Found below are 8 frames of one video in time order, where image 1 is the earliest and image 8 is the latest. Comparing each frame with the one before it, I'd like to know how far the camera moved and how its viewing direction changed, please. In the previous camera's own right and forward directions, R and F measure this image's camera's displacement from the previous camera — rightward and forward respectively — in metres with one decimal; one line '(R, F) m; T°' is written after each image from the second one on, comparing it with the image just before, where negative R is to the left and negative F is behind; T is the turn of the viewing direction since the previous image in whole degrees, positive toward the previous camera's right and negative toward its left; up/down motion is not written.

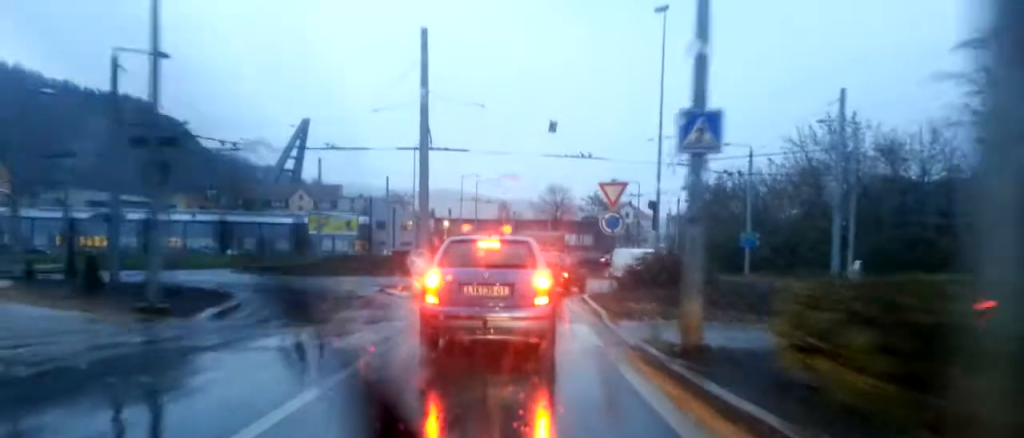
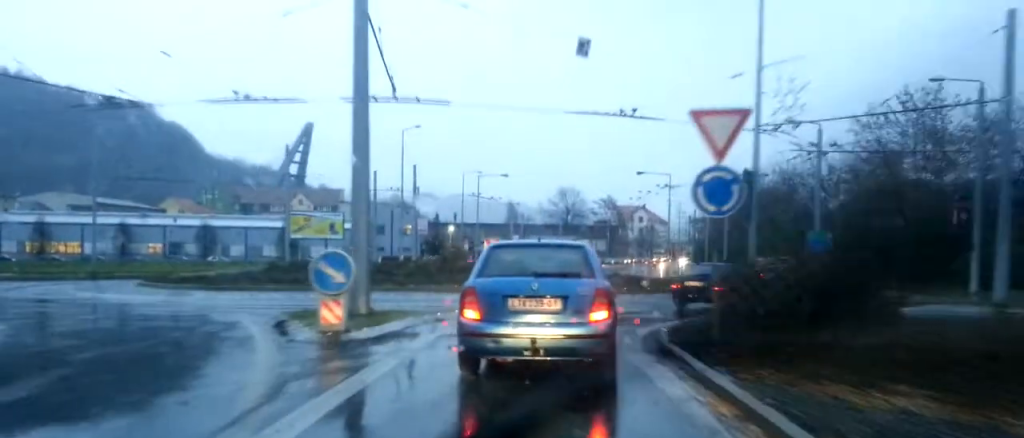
(-0.4, +10.8) m; -1°
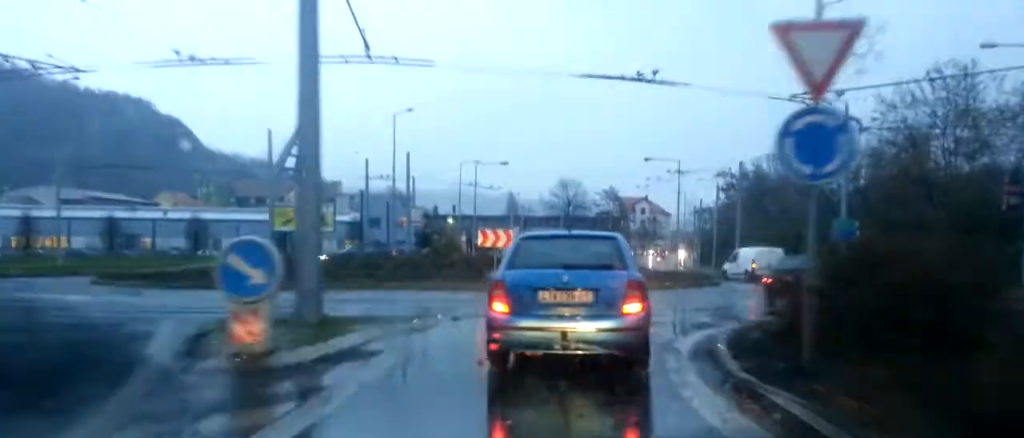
(+0.4, +3.6) m; +5°
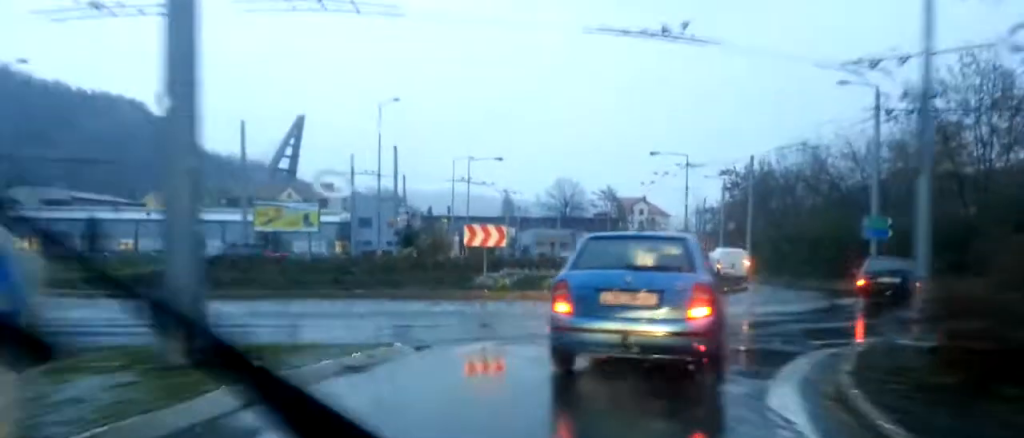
(+0.1, +4.2) m; +6°
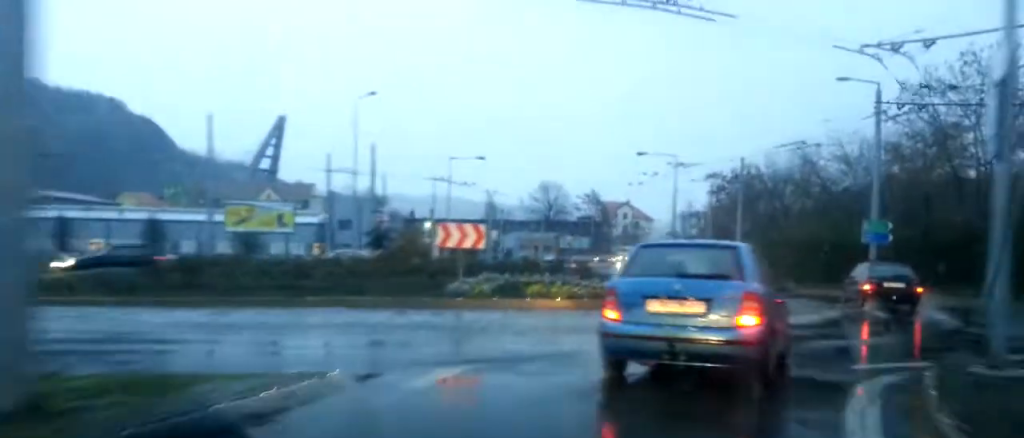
(+0.1, +2.2) m; +3°
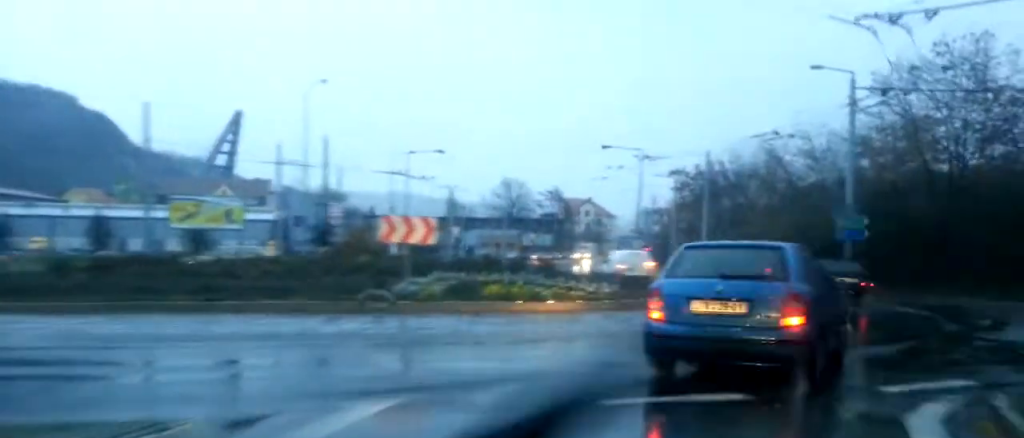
(+0.2, +2.1) m; +3°
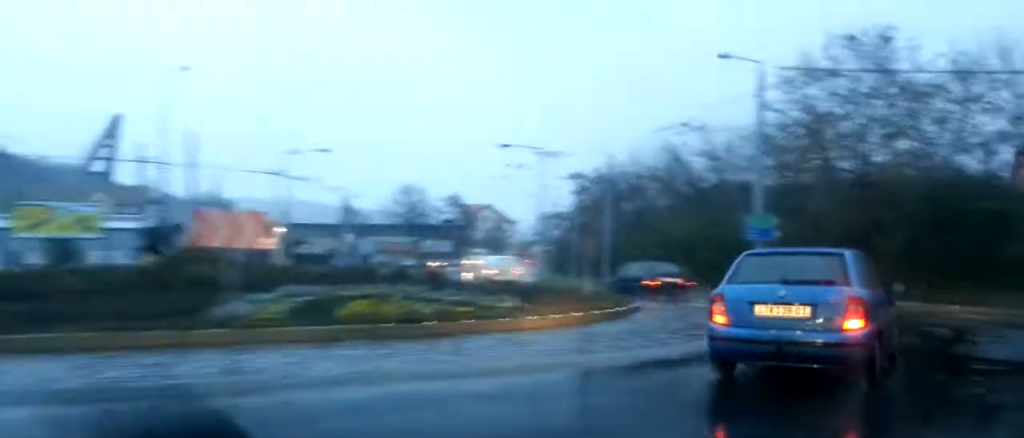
(+0.1, +3.6) m; +4°
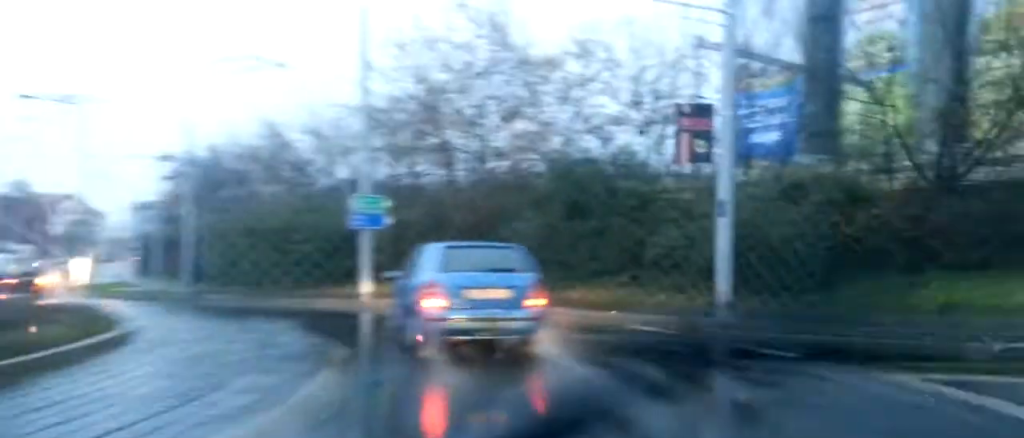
(+0.7, +8.4) m; +11°
